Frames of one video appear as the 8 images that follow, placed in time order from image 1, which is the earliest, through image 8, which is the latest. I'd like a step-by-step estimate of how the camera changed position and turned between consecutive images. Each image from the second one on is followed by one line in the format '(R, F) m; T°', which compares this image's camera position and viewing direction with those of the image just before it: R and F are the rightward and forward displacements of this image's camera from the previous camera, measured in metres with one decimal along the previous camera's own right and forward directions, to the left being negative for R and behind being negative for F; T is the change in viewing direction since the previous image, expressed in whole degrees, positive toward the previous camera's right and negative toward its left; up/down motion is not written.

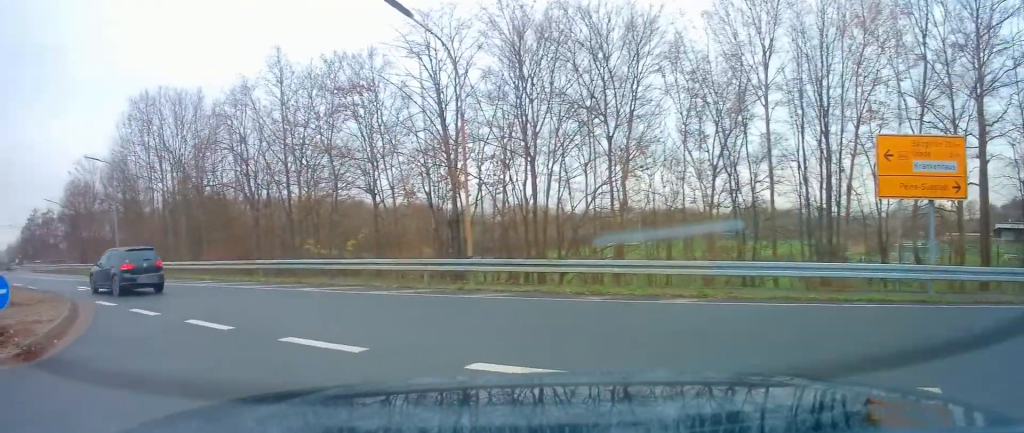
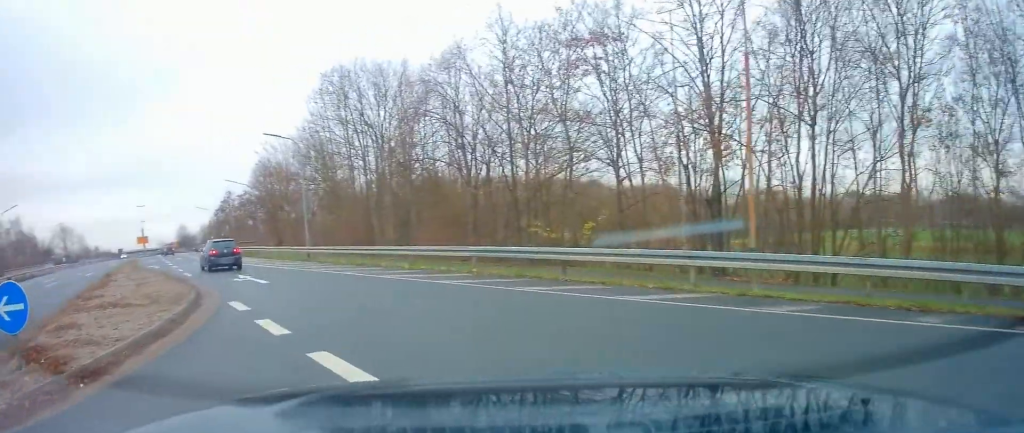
(-0.8, +4.1) m; -15°
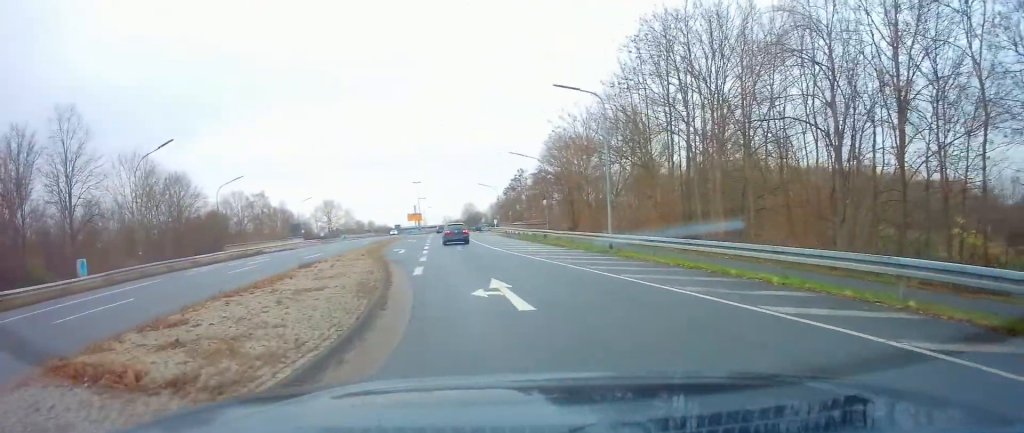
(-1.4, +7.9) m; -16°
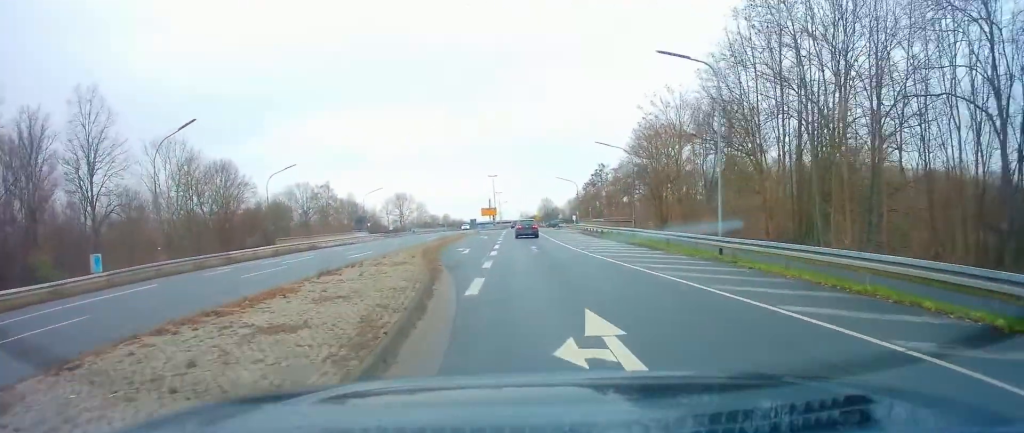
(-0.3, +4.8) m; -6°
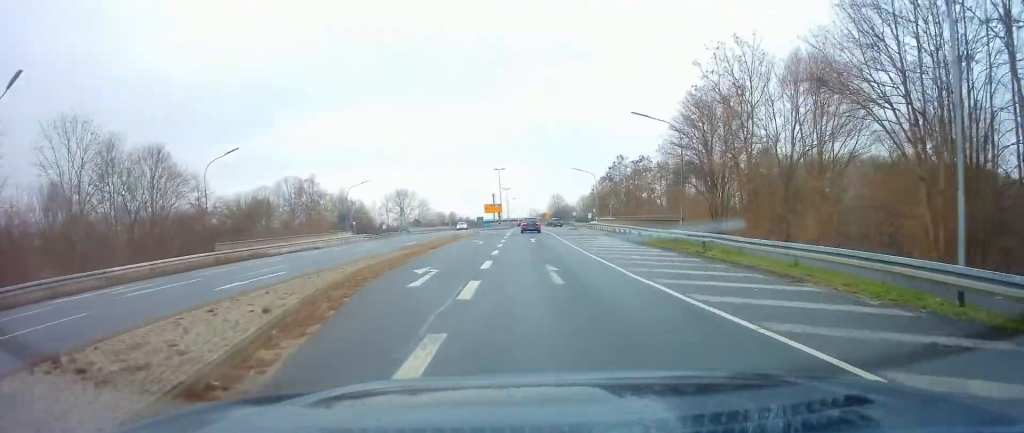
(-1.2, +11.9) m; -7°
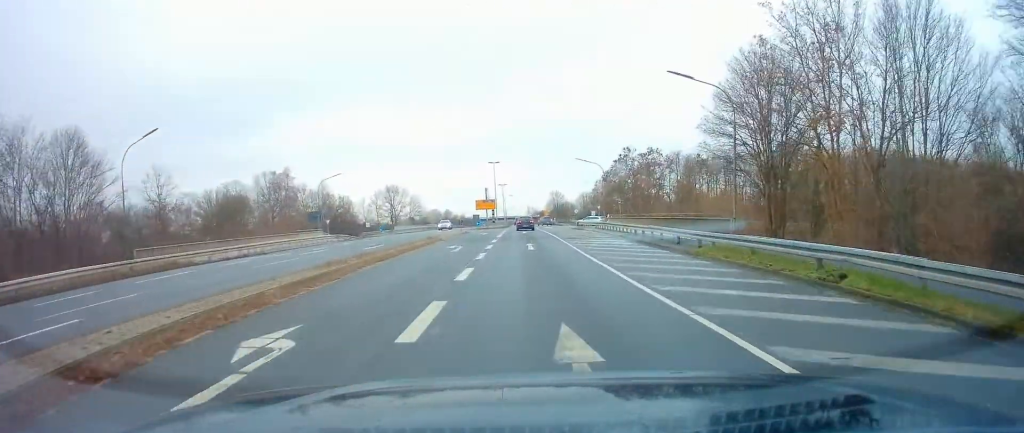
(-0.1, +9.5) m; -2°
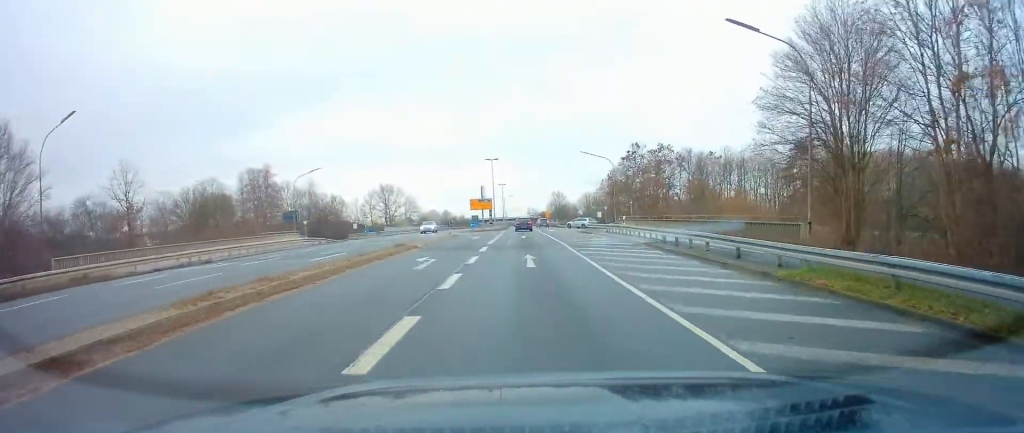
(+0.1, +7.3) m; -1°
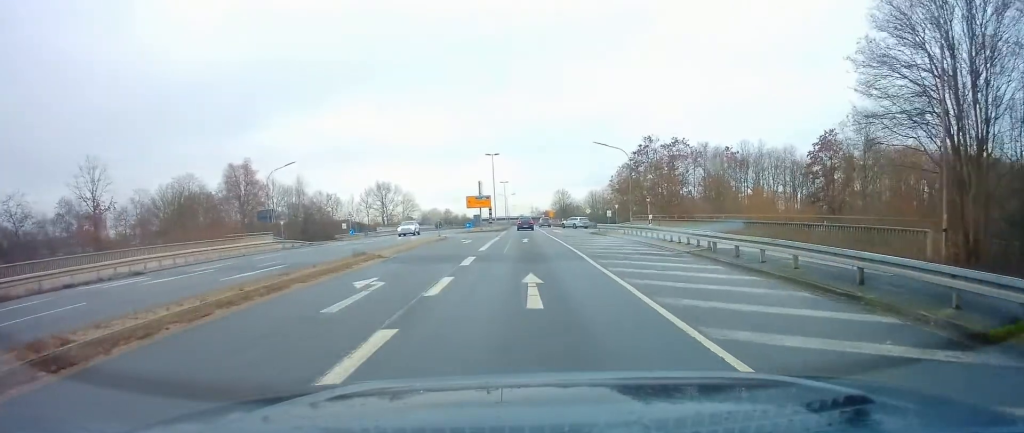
(-0.3, +7.1) m; -1°
